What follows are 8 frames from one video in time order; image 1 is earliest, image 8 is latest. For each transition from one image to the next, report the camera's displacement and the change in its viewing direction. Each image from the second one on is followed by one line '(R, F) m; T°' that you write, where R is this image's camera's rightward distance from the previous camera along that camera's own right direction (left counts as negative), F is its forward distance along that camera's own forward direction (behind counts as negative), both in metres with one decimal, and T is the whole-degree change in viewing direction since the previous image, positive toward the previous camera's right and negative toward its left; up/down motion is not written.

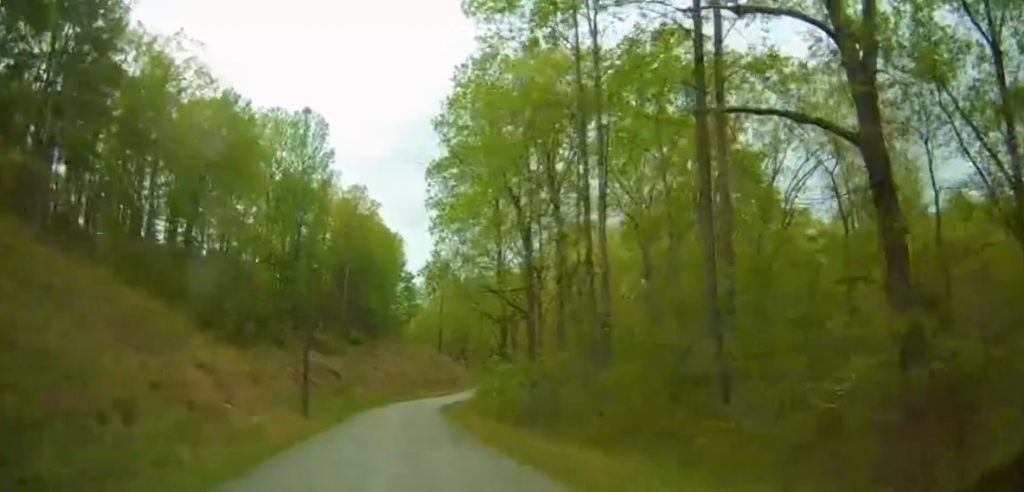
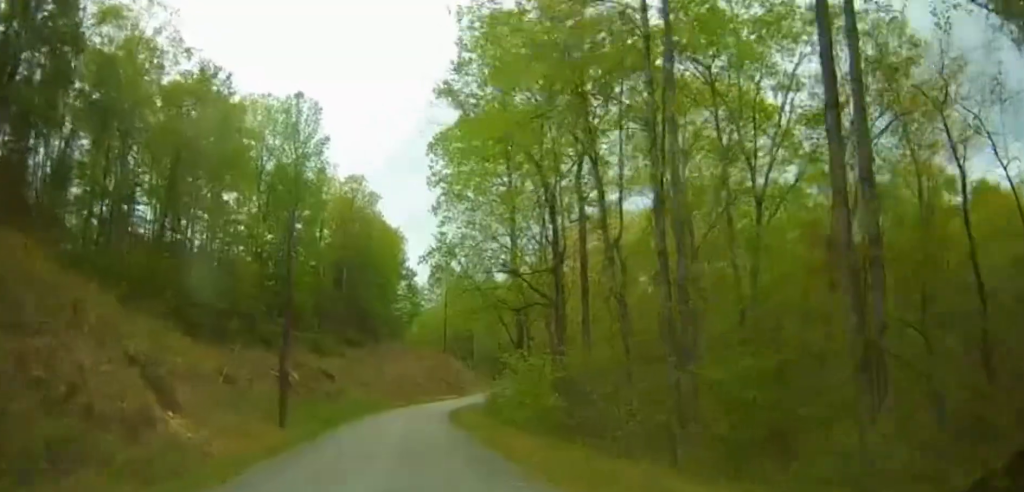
(+0.2, +6.1) m; +1°
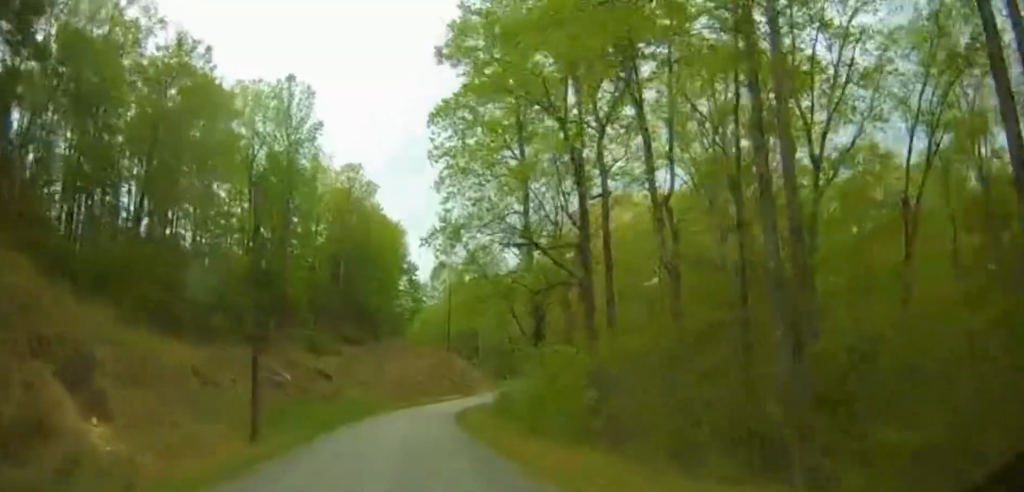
(0.0, +4.7) m; +1°
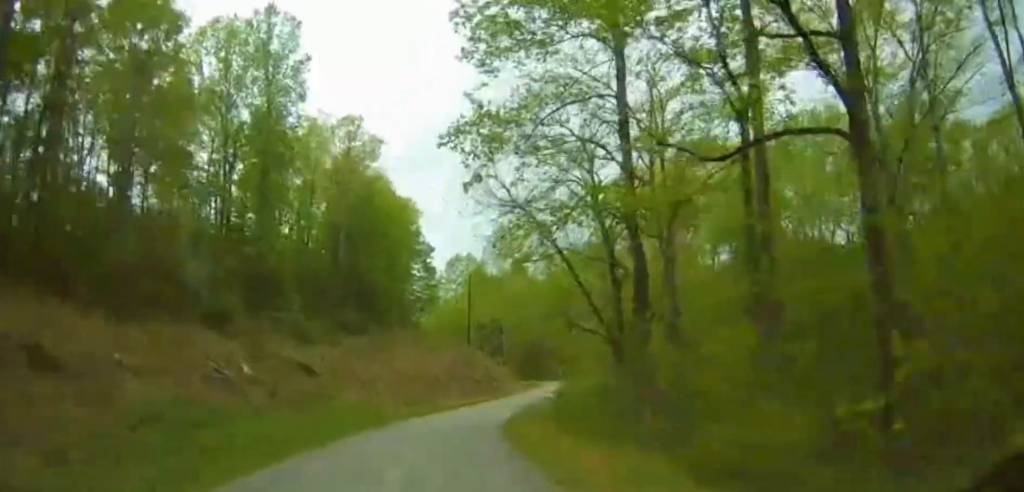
(0.0, +15.6) m; +1°
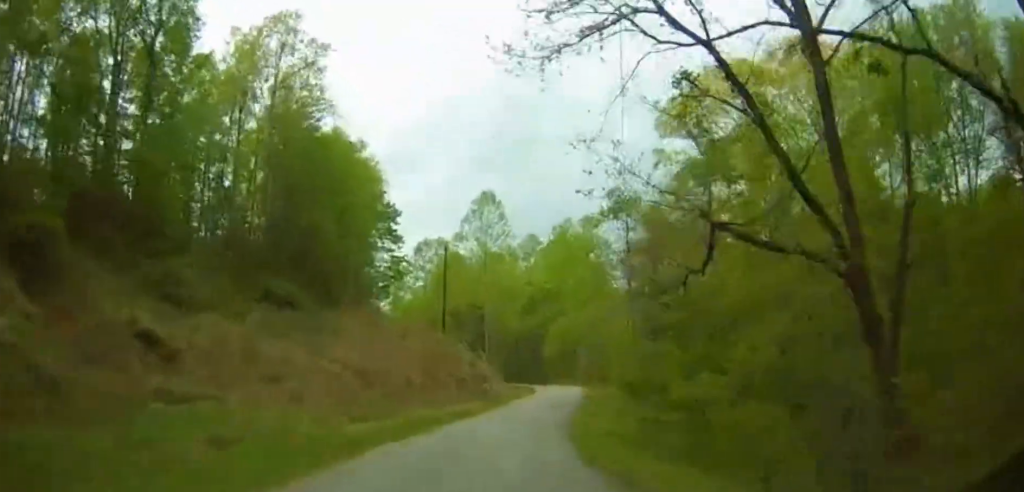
(+0.1, +20.4) m; 0°
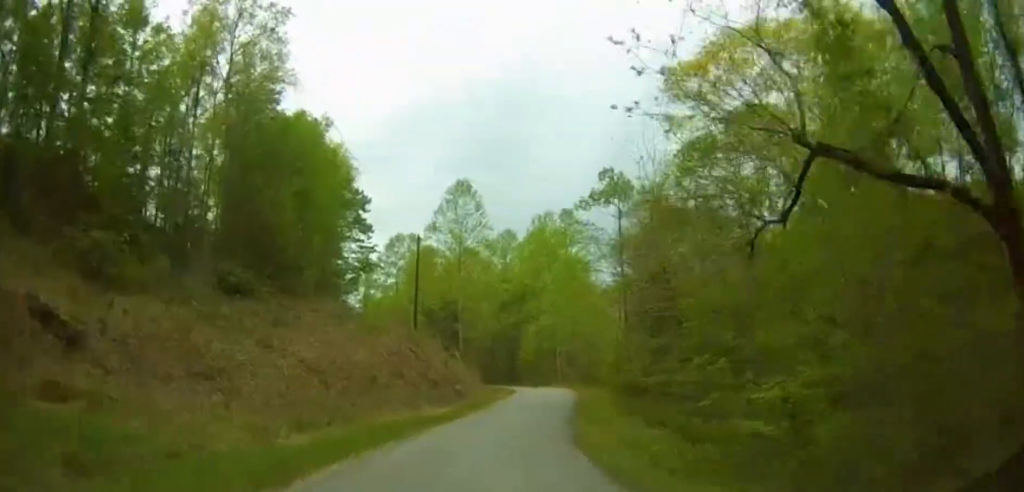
(-0.3, +5.2) m; +1°
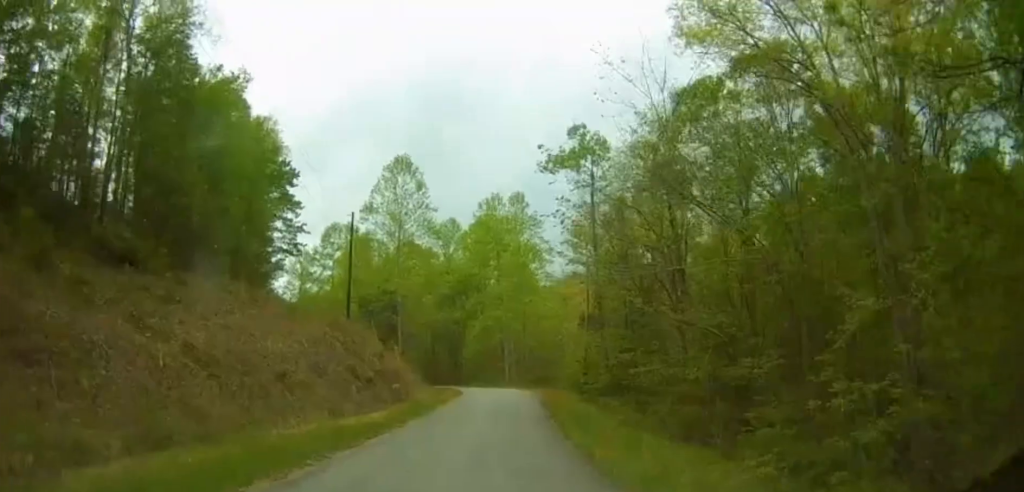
(+0.4, +8.5) m; +6°
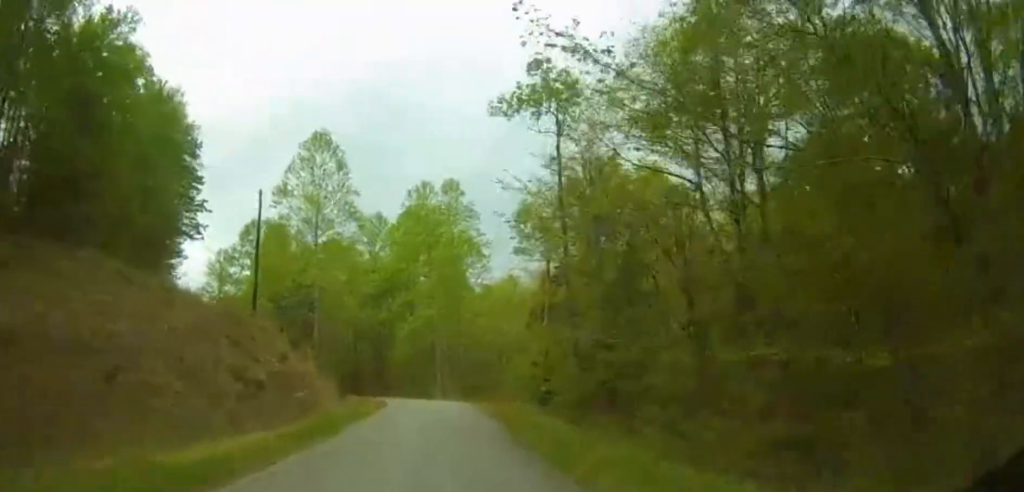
(+0.7, +9.7) m; +7°
